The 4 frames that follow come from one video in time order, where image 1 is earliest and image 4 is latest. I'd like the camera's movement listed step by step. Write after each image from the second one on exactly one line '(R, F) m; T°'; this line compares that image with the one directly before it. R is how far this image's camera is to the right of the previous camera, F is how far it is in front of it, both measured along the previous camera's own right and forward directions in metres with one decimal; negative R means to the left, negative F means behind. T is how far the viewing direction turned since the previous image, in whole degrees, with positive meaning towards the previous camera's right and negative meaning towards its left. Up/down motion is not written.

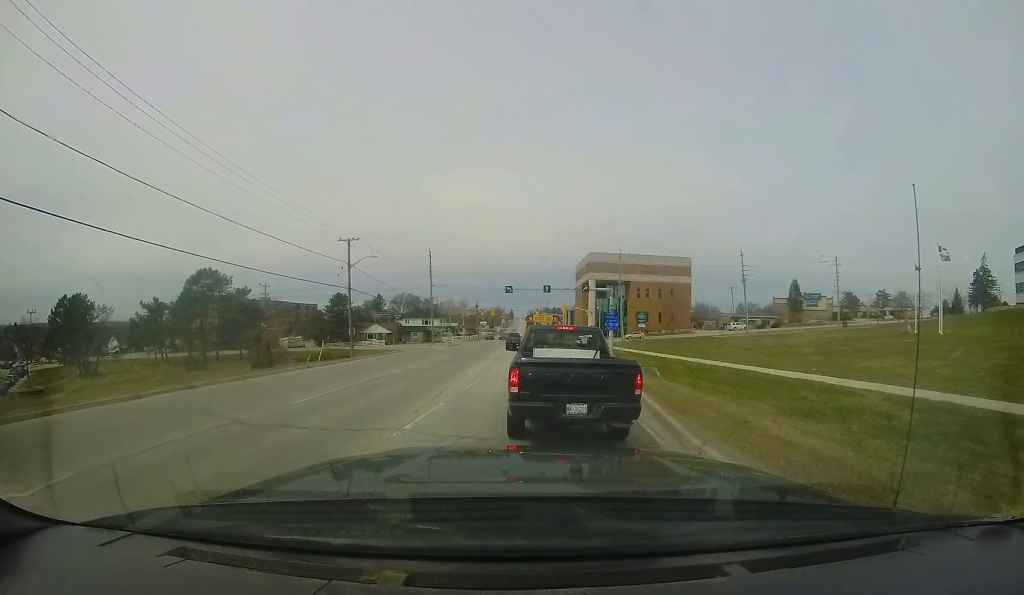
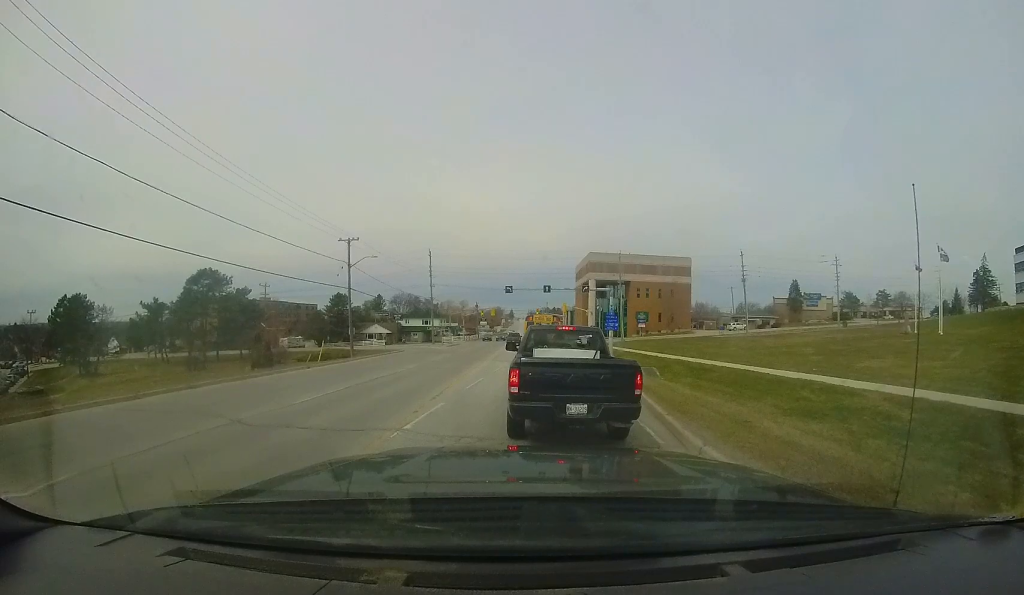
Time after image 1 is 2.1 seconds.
(+0.2, +0.9) m; 0°
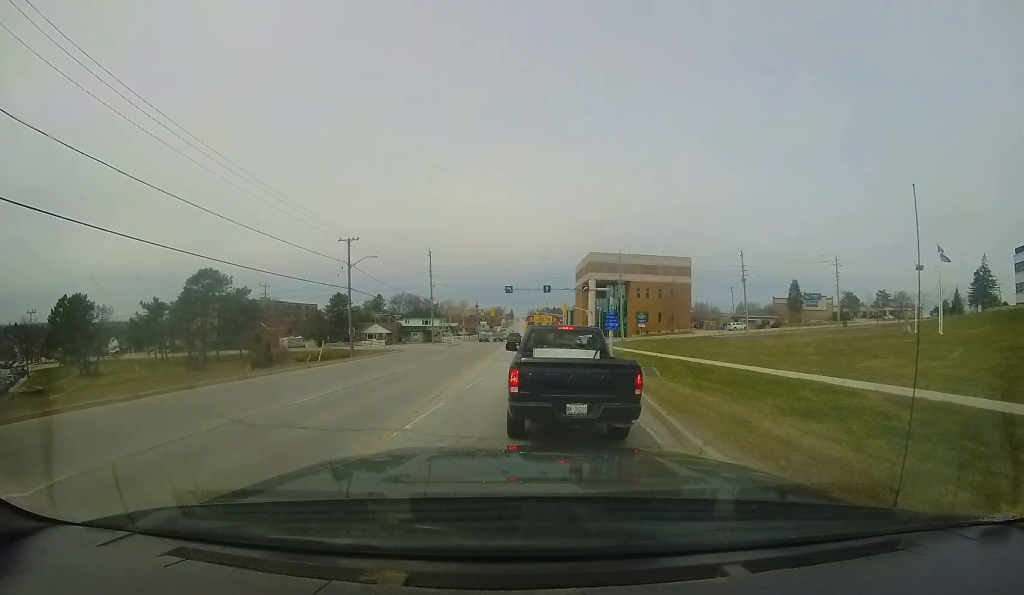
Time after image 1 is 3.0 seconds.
(+0.1, +0.4) m; 0°
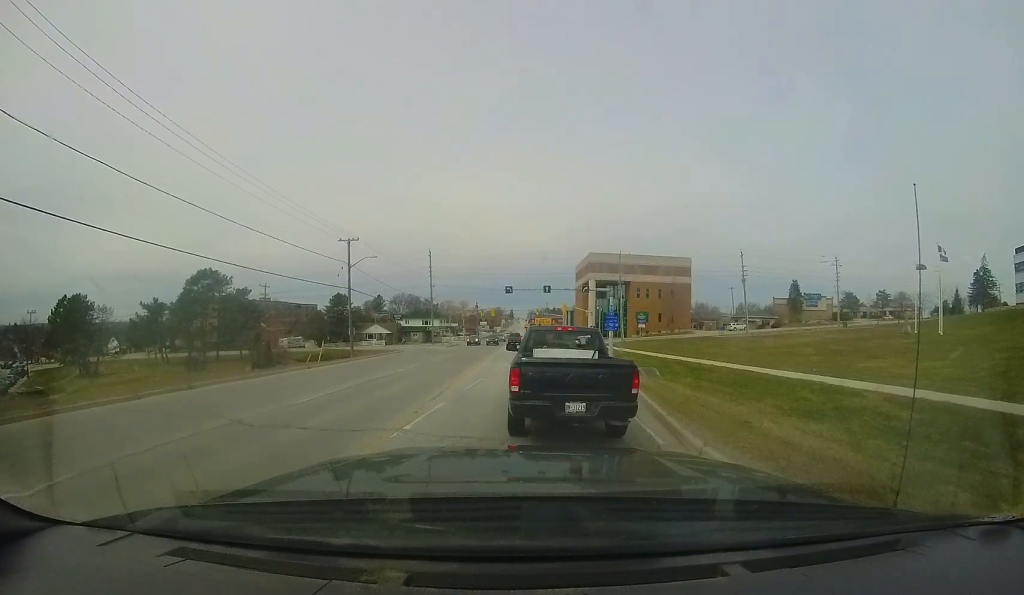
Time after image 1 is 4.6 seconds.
(0.0, +0.7) m; 0°
